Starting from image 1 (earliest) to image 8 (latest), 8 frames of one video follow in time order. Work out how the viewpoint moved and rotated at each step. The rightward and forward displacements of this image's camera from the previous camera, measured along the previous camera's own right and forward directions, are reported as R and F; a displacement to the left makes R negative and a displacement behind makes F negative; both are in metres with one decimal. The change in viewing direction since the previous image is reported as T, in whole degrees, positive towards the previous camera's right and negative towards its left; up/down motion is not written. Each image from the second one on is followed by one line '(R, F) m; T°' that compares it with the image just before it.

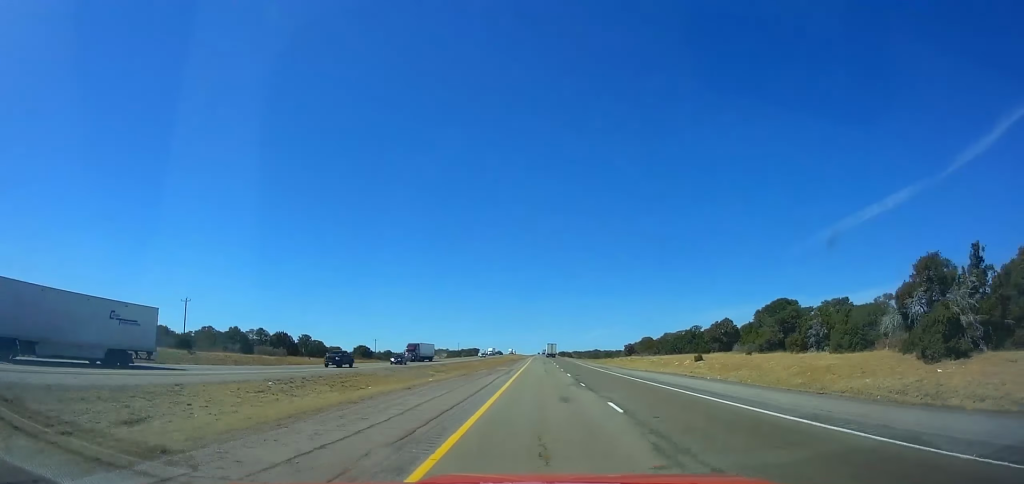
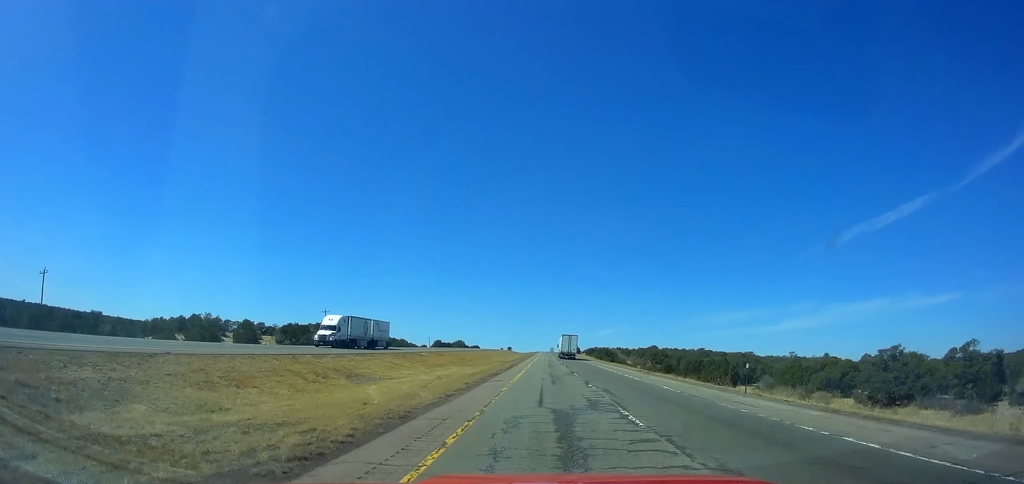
(-0.1, +272.9) m; 0°
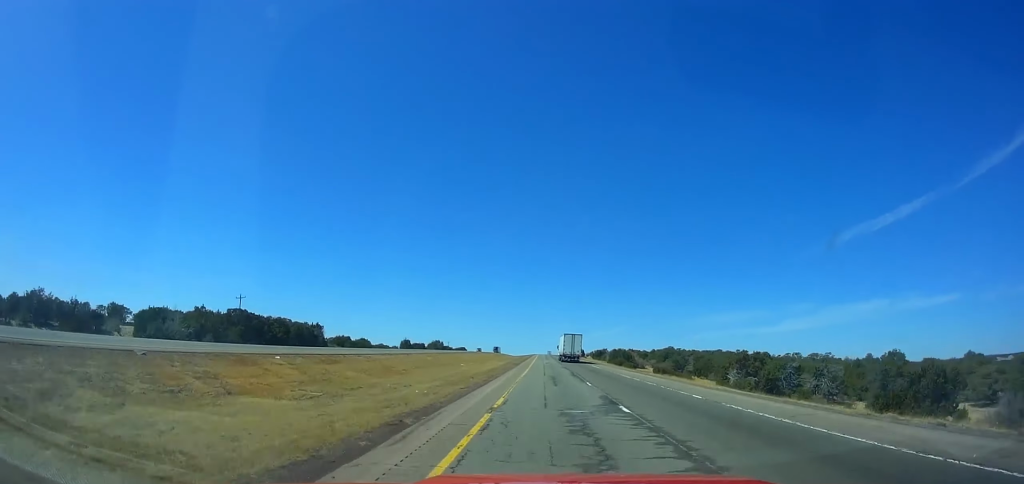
(0.0, +46.0) m; 0°
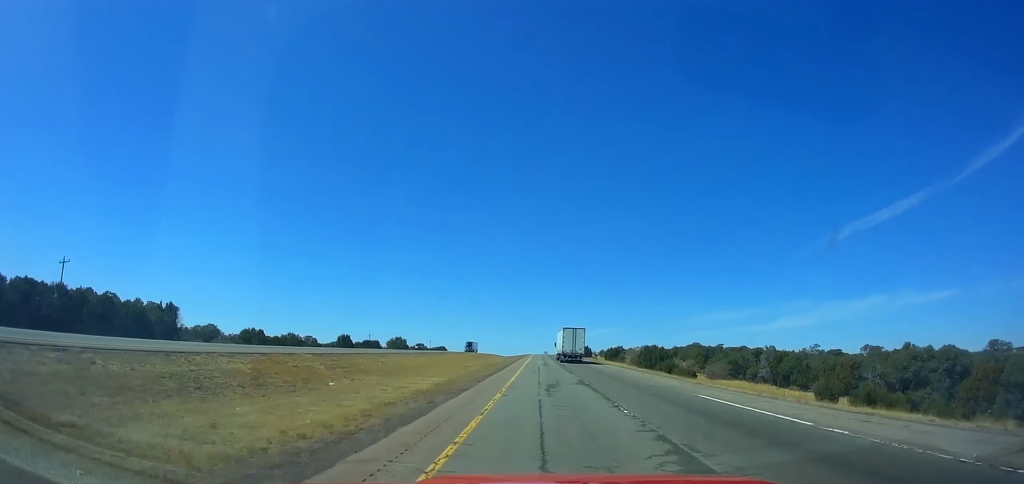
(0.0, +49.9) m; 0°
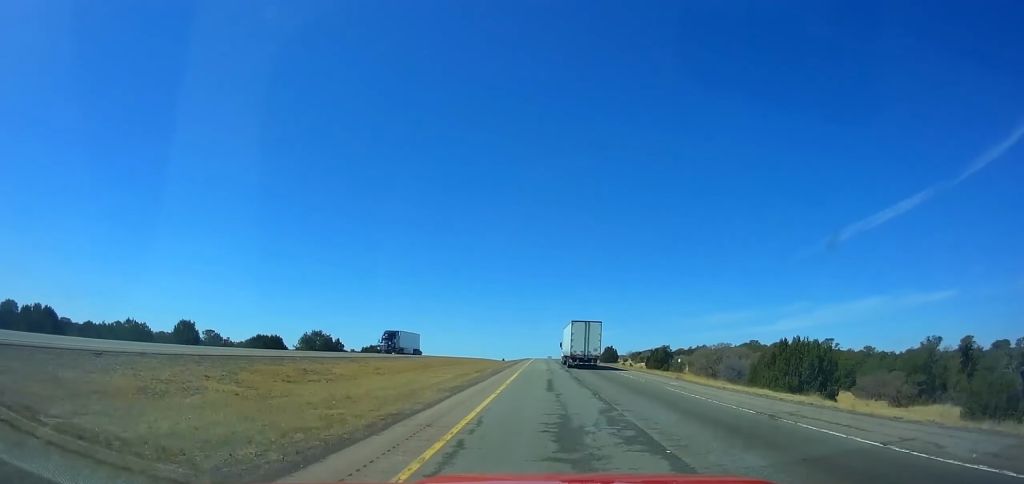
(0.0, +56.9) m; 0°
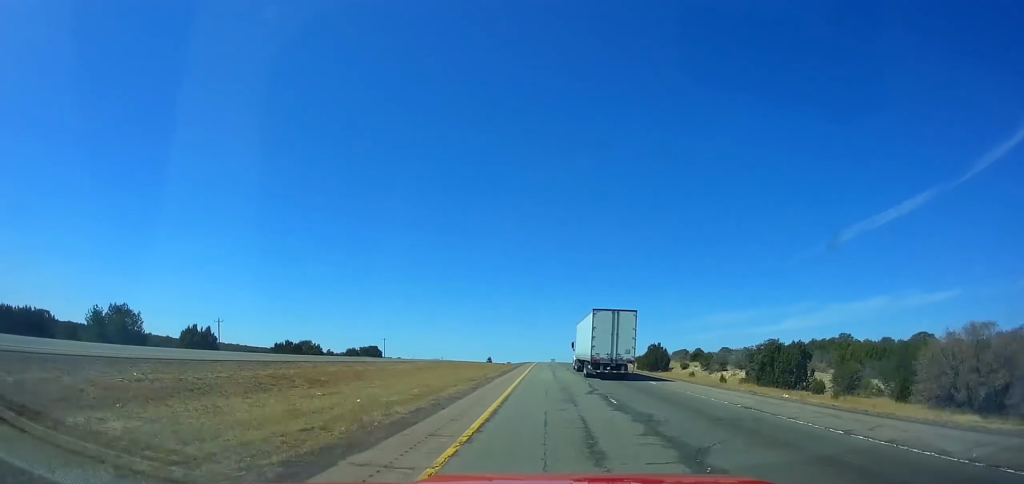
(0.0, +50.0) m; 0°
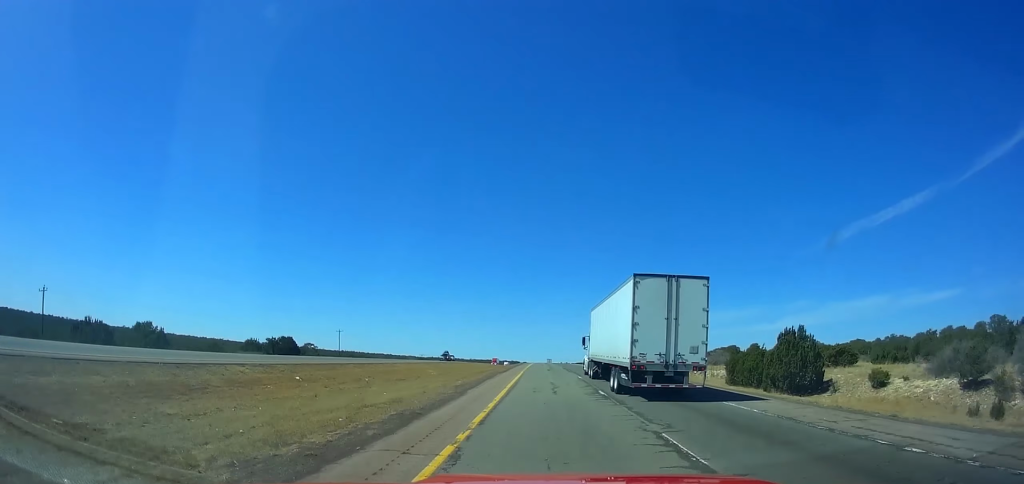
(0.0, +46.4) m; 0°
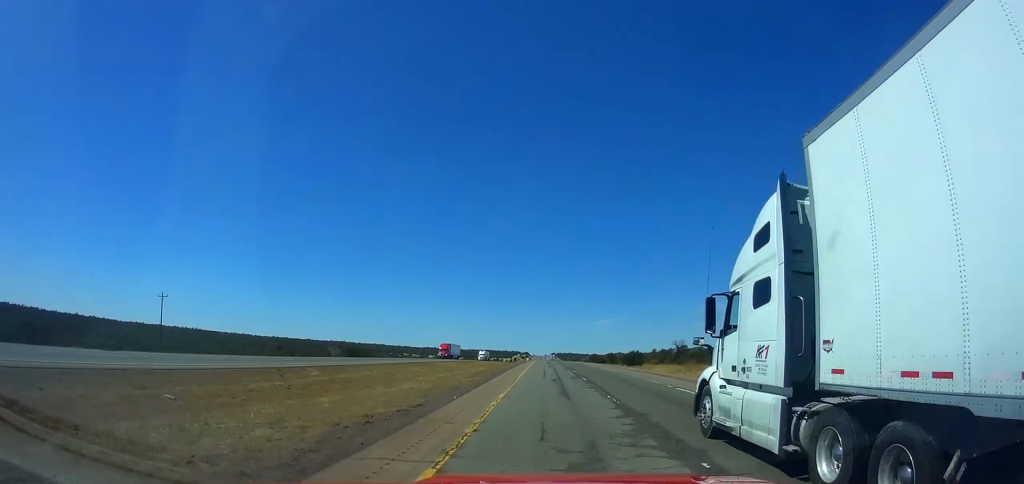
(0.0, +89.3) m; 0°
